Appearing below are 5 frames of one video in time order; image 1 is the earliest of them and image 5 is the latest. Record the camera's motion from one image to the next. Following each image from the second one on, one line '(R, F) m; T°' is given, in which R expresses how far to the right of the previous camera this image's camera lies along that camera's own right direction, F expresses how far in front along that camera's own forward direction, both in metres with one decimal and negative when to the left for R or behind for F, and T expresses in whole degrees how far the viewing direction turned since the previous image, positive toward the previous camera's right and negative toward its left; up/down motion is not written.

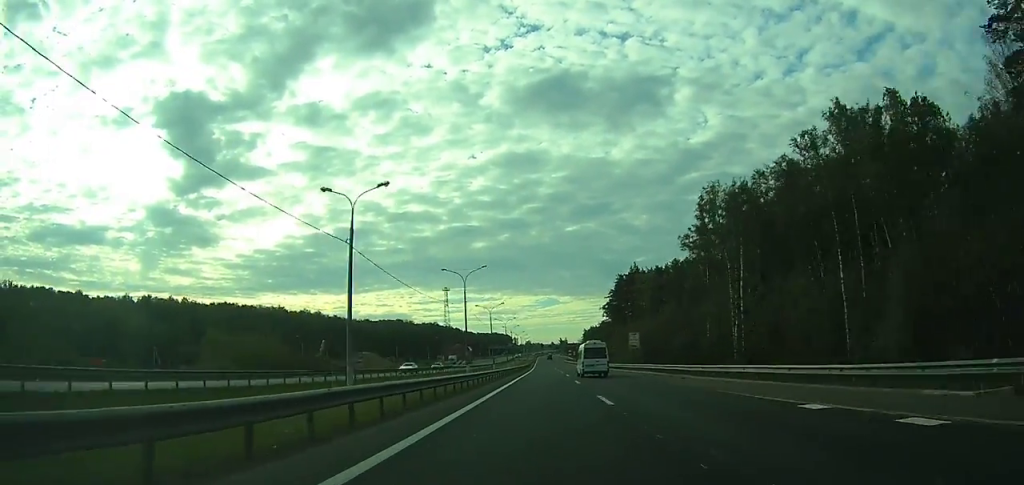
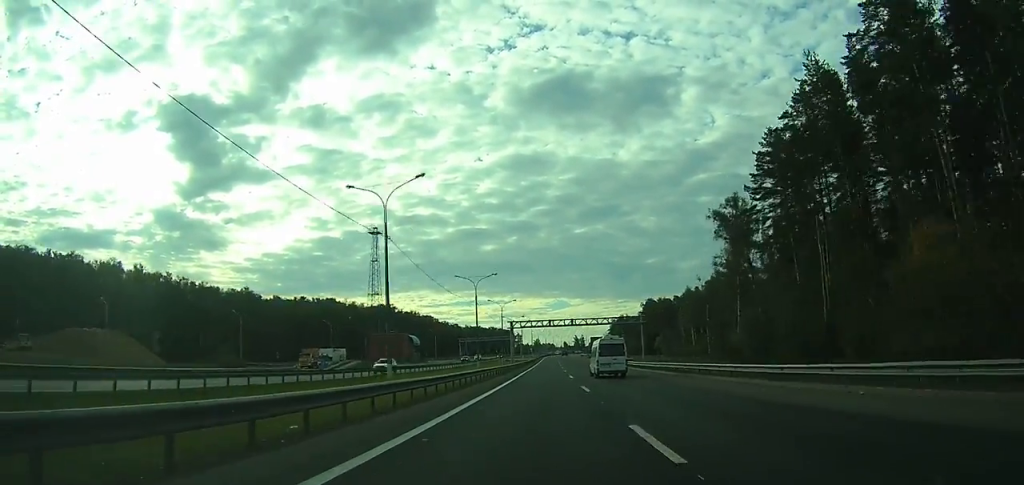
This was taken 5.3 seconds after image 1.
(-2.4, +154.1) m; -1°
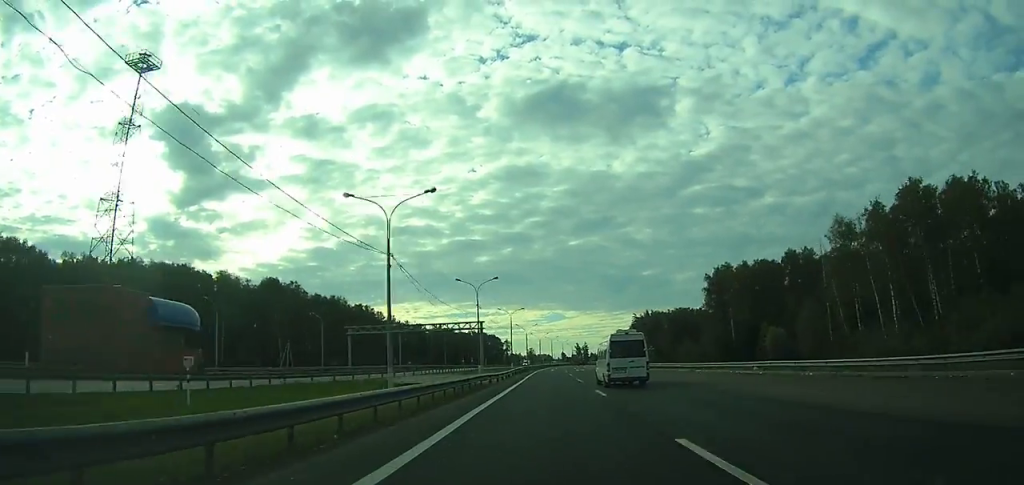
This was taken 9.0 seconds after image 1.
(0.0, +111.8) m; 0°
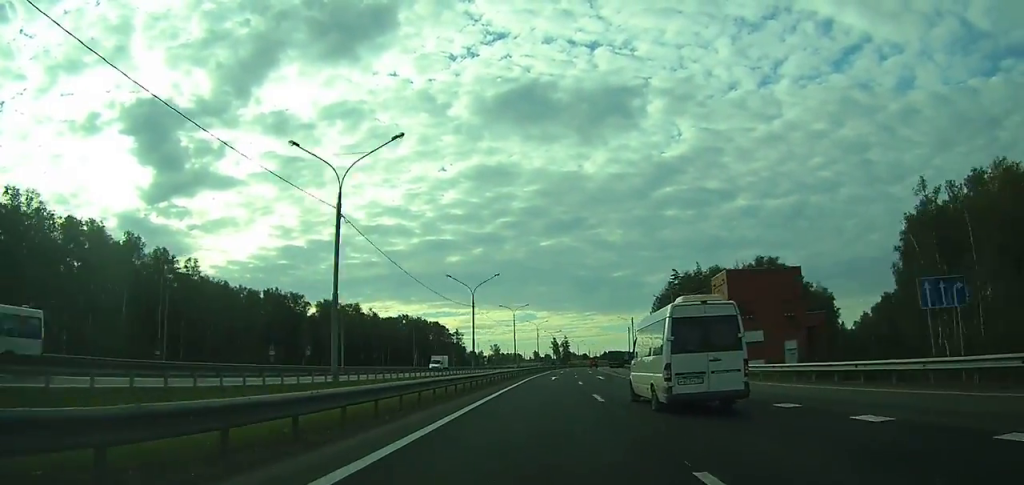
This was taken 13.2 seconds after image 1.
(+1.8, +132.4) m; +2°
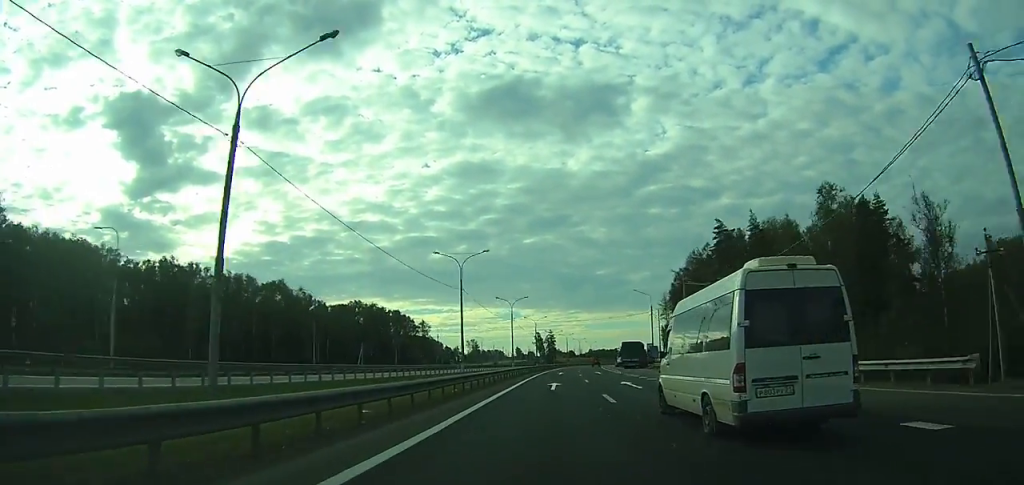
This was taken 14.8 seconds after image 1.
(+0.6, +48.5) m; +2°
